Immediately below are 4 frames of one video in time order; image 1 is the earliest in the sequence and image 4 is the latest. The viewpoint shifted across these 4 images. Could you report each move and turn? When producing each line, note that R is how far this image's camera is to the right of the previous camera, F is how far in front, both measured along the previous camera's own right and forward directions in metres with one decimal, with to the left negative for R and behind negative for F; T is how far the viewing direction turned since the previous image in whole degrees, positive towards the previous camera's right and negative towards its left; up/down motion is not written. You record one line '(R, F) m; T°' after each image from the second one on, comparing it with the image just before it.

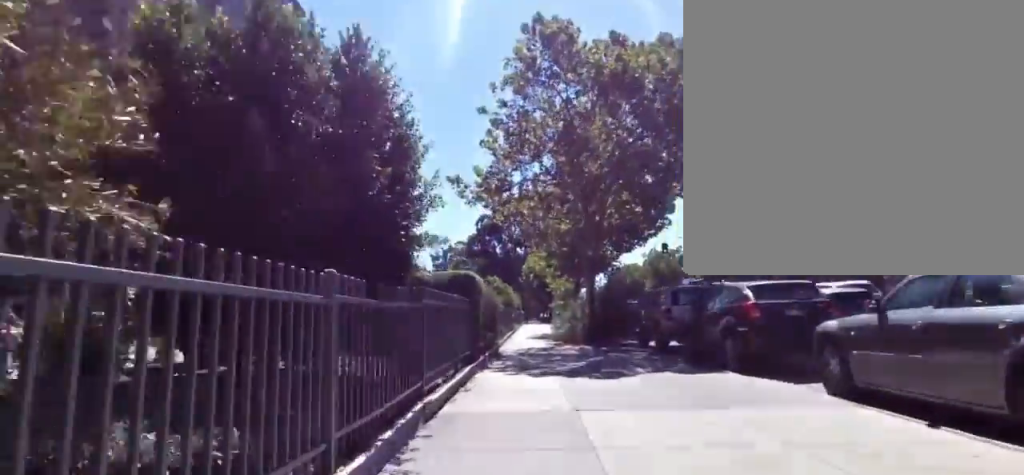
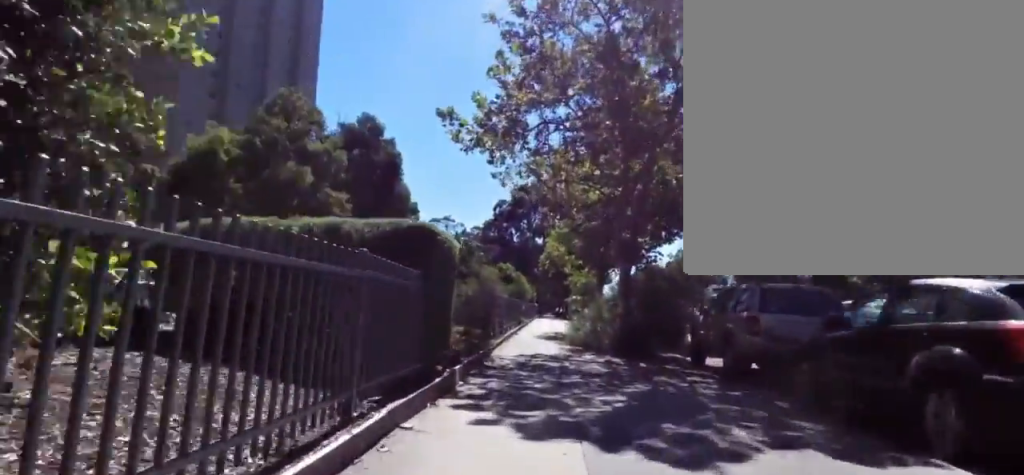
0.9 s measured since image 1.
(-0.3, +5.4) m; -10°
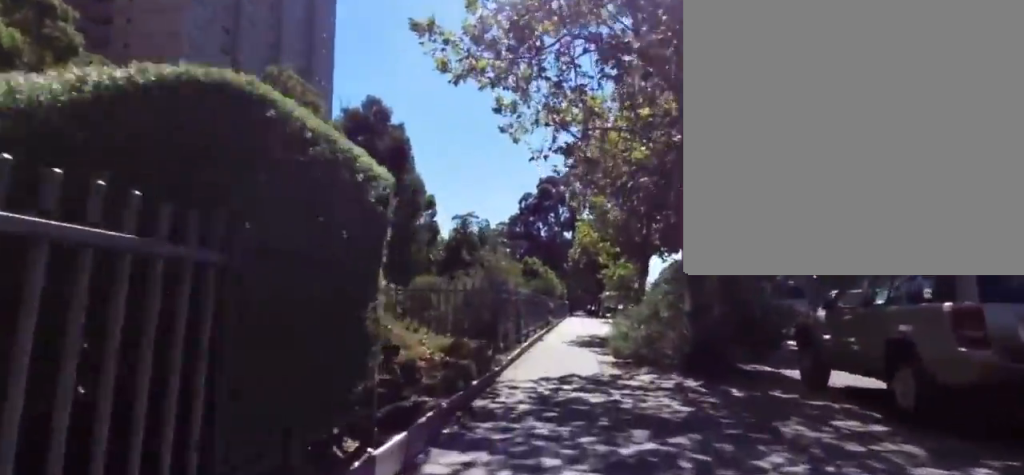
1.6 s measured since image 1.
(-0.8, +3.2) m; -3°
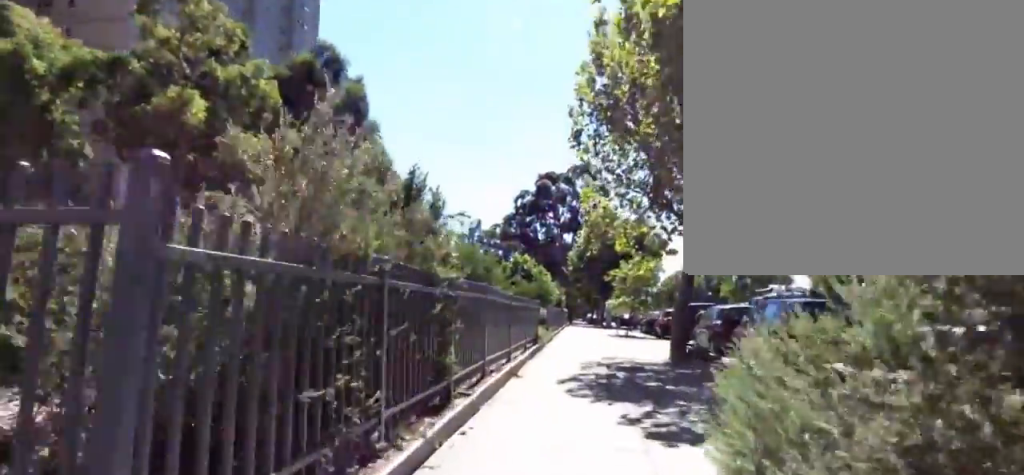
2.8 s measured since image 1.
(+0.9, +6.1) m; +10°
